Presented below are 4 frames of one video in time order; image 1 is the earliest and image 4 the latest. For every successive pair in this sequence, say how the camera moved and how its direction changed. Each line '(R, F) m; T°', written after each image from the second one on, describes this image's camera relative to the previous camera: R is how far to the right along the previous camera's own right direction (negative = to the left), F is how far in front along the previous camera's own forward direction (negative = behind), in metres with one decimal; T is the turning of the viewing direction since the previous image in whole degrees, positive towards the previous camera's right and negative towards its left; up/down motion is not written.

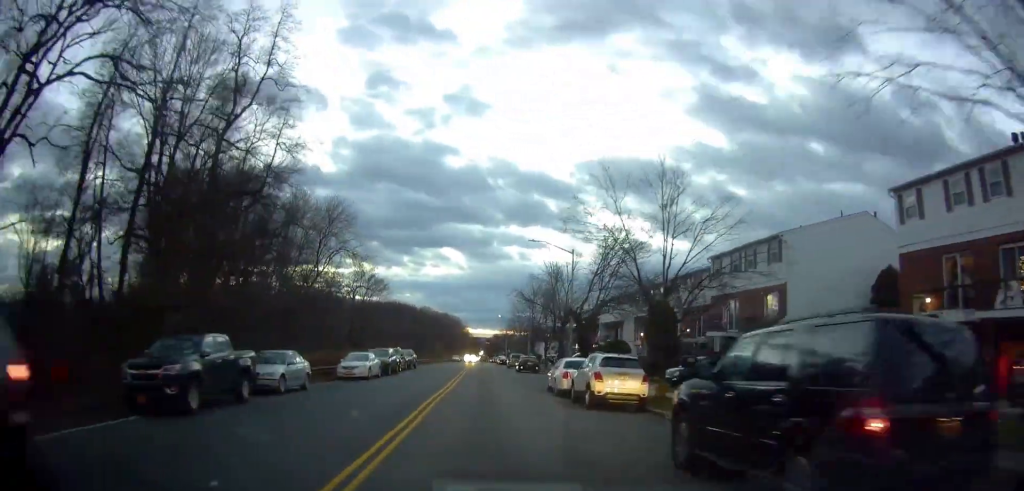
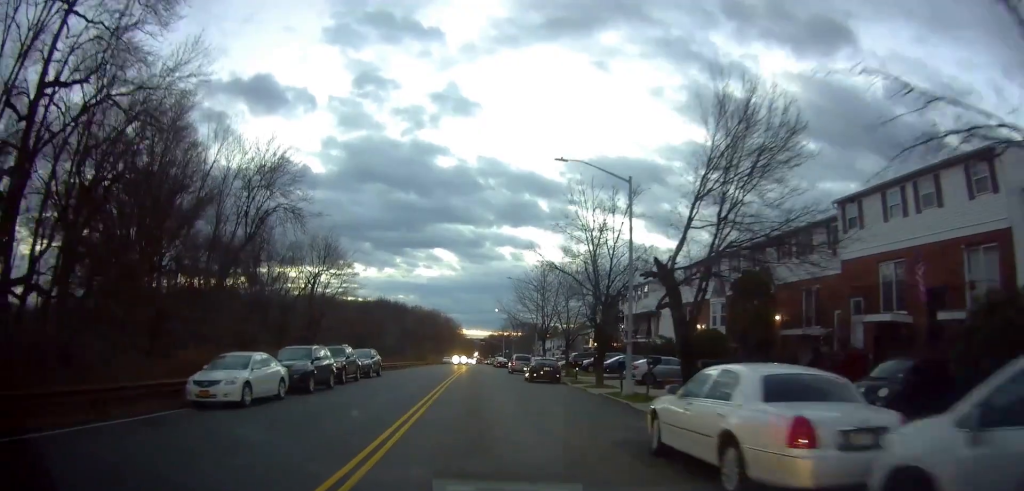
(0.0, +15.8) m; +3°
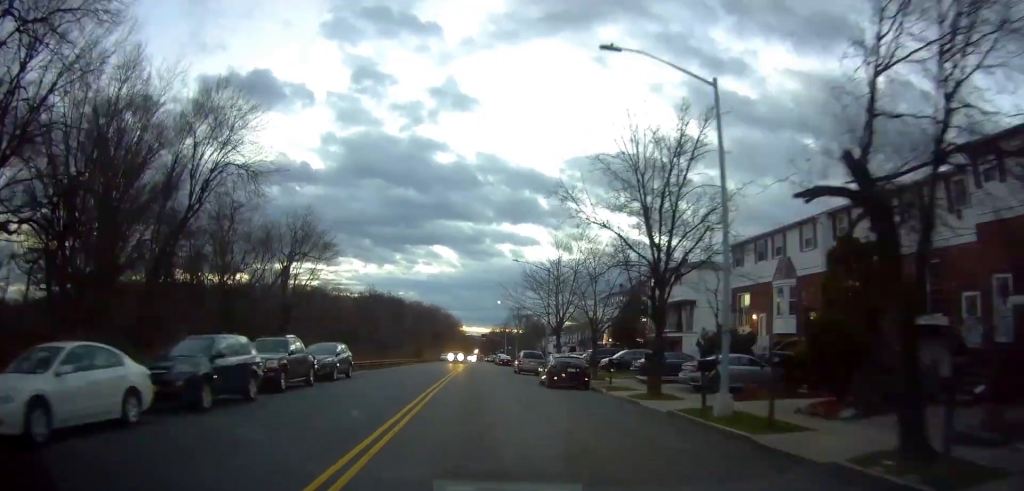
(-0.3, +8.4) m; +1°
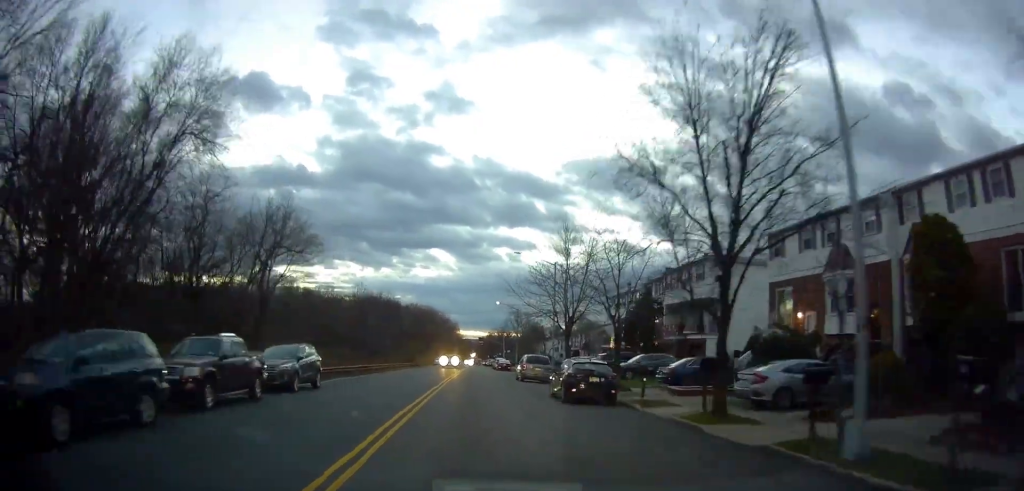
(+0.2, +5.3) m; +1°
